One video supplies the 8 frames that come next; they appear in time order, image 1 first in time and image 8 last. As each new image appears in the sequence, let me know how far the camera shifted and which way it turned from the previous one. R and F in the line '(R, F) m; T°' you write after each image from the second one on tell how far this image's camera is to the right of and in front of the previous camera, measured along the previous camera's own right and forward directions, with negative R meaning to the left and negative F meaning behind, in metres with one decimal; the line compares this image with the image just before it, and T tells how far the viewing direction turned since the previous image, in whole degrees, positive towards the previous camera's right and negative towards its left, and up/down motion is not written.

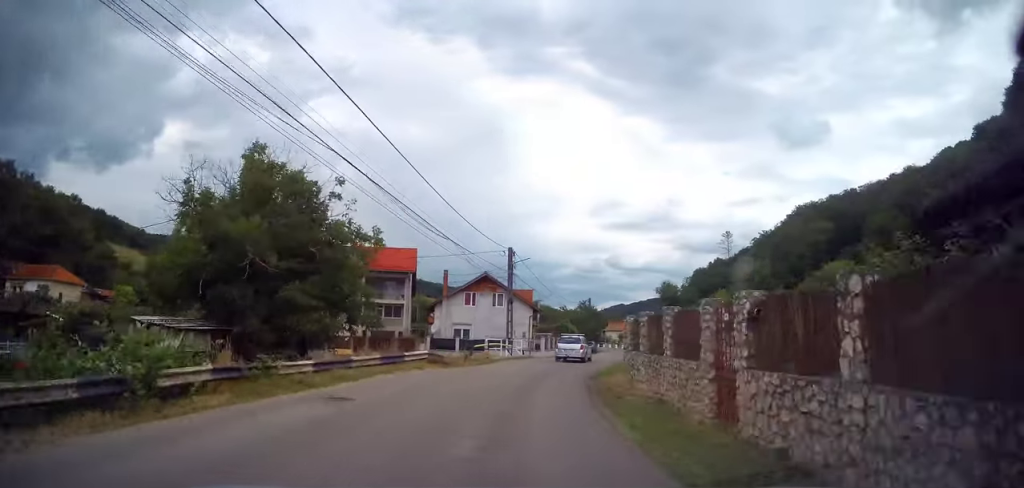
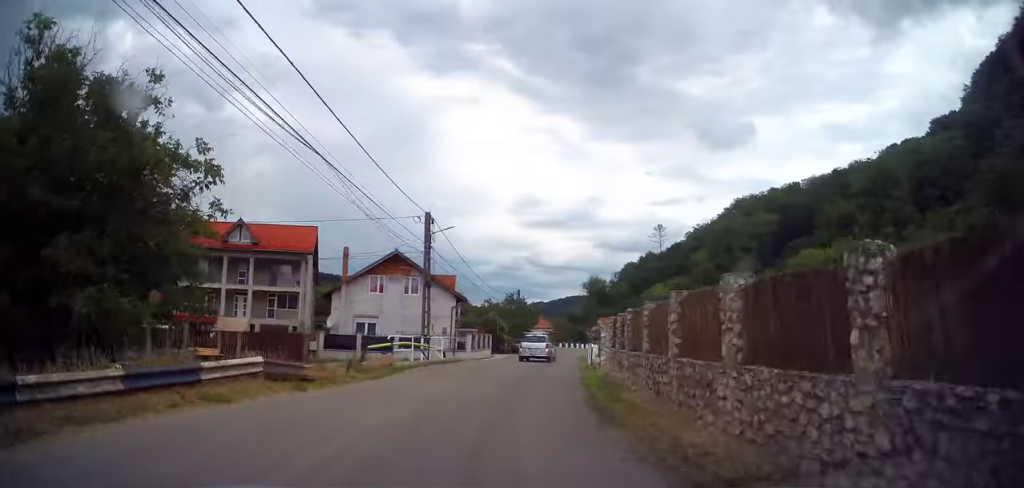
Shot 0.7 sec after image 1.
(+0.6, +9.9) m; +7°
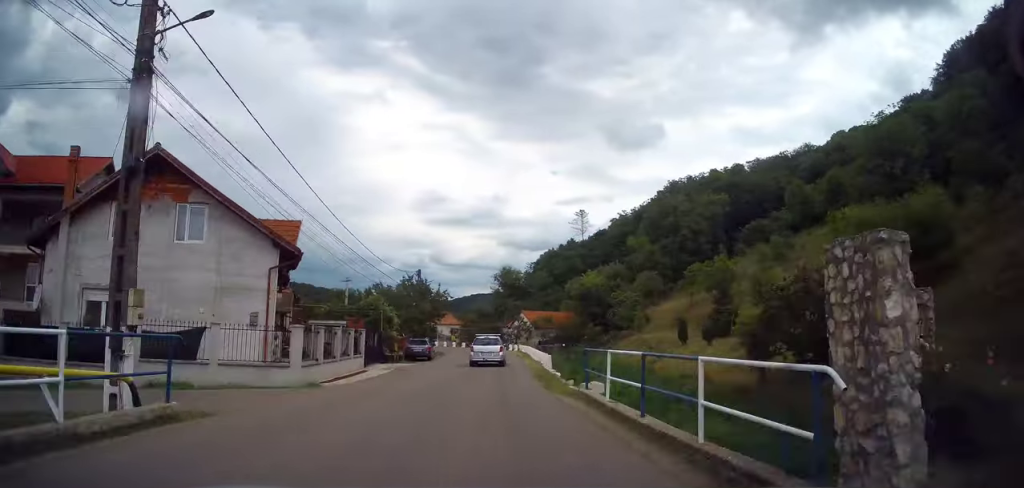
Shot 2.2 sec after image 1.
(+2.4, +19.5) m; +11°
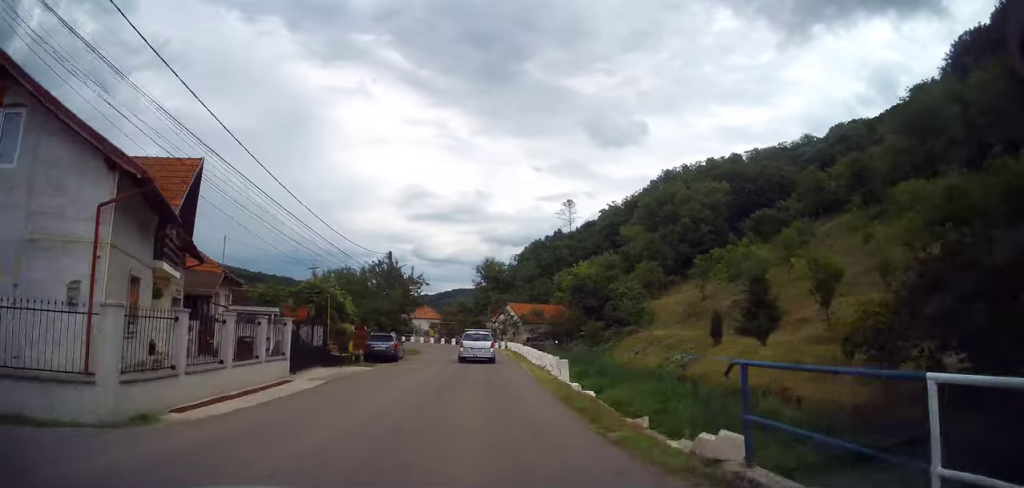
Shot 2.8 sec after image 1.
(0.0, +8.0) m; +2°
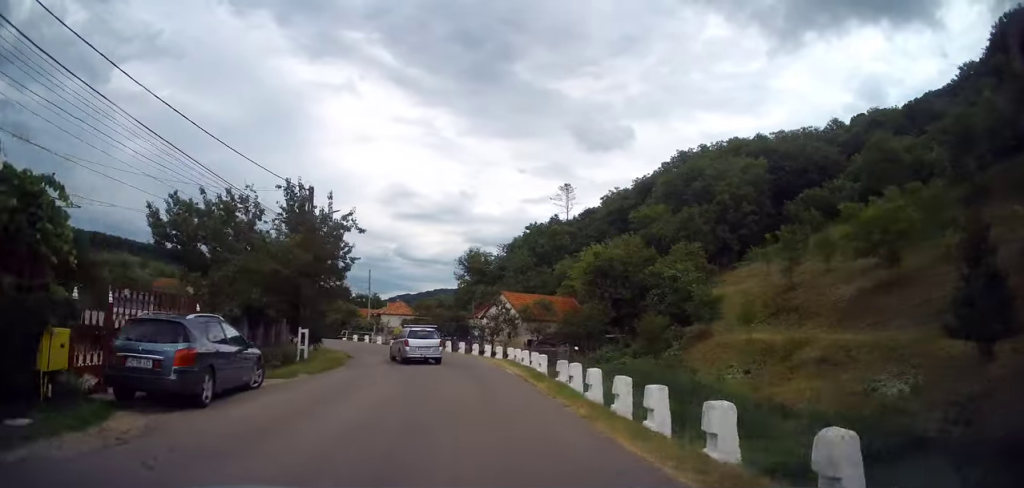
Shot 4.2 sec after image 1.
(+0.7, +18.6) m; +2°
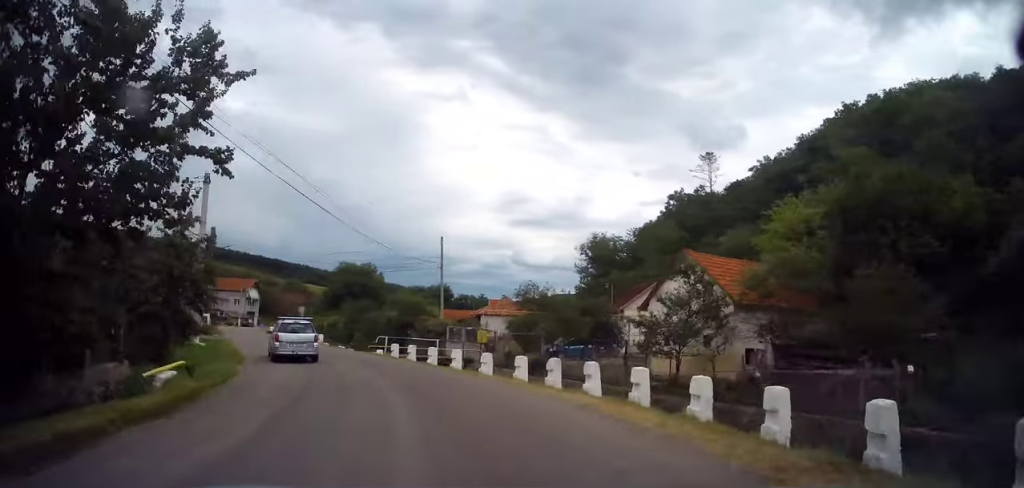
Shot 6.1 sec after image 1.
(-1.3, +24.0) m; -12°
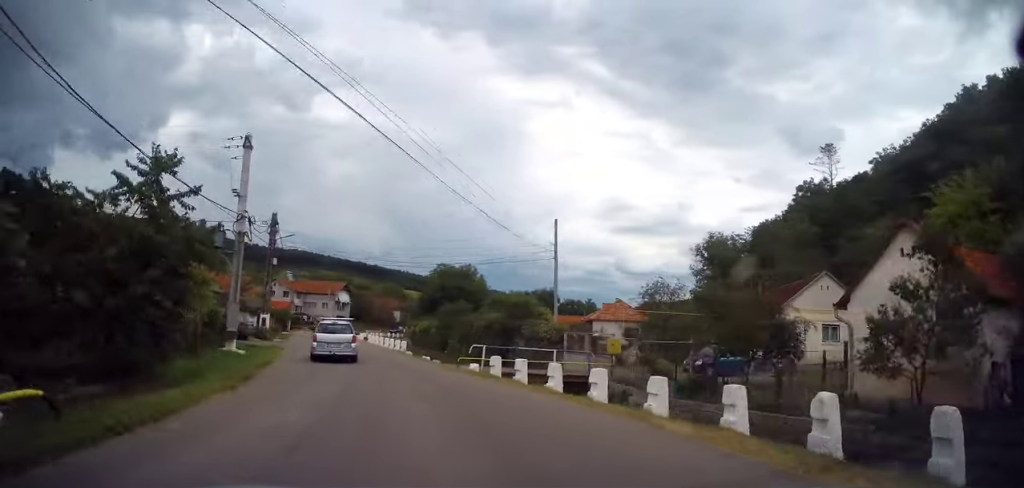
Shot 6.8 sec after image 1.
(-1.1, +7.9) m; -11°
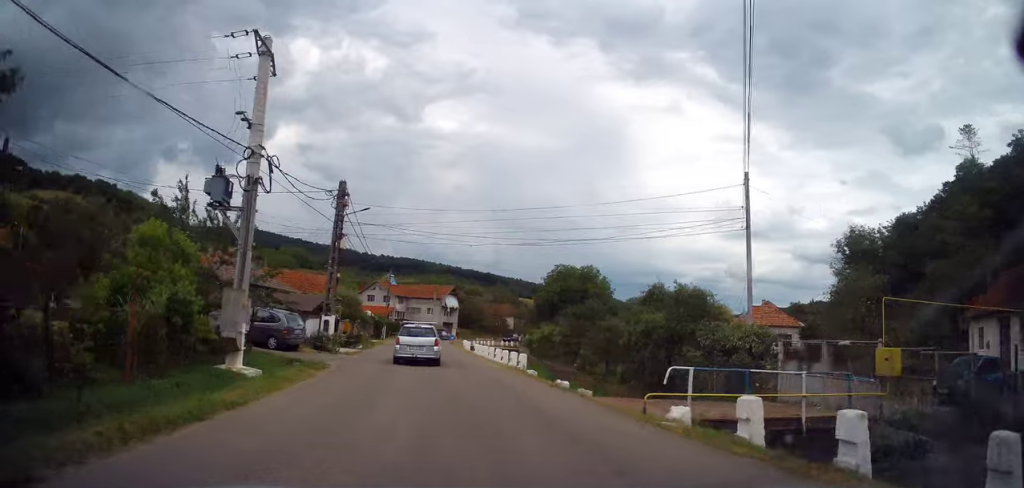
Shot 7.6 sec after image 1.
(-1.3, +10.1) m; -10°
